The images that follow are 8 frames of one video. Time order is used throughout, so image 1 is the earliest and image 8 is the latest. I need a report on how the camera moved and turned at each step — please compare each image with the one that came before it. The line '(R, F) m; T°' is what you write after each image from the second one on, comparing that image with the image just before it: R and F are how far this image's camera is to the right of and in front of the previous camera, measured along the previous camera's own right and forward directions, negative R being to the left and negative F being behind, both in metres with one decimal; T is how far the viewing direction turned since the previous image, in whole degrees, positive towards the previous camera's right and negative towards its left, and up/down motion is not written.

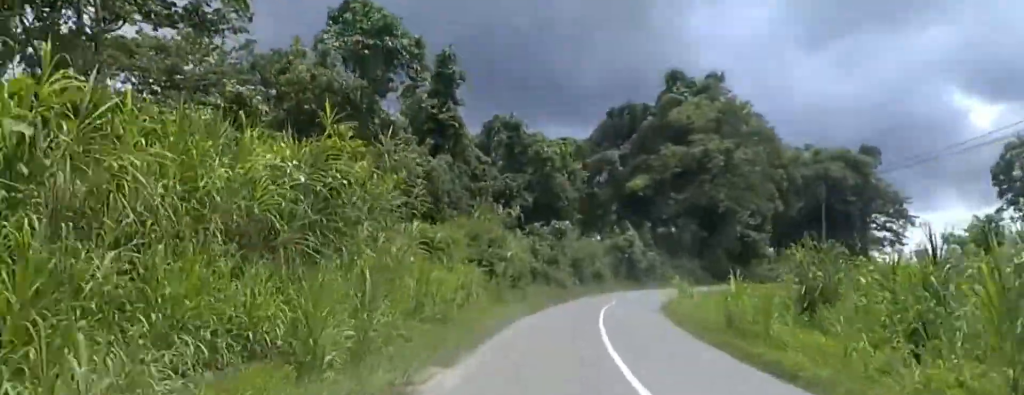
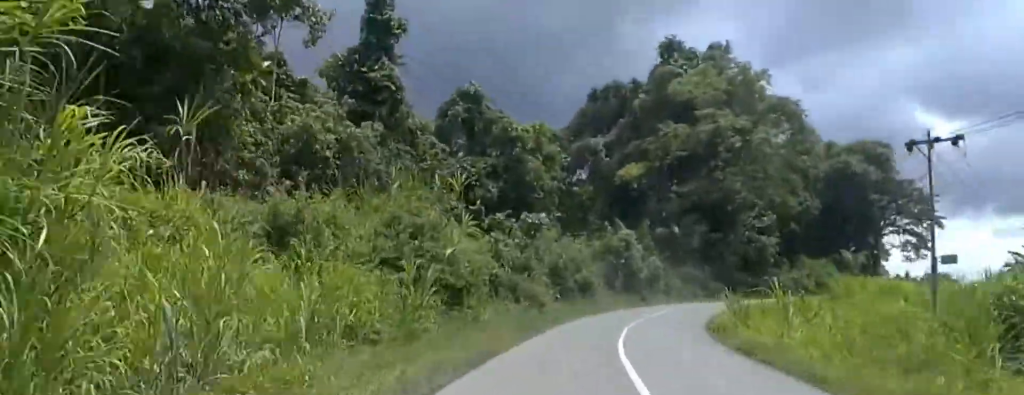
(+1.6, +13.0) m; +7°
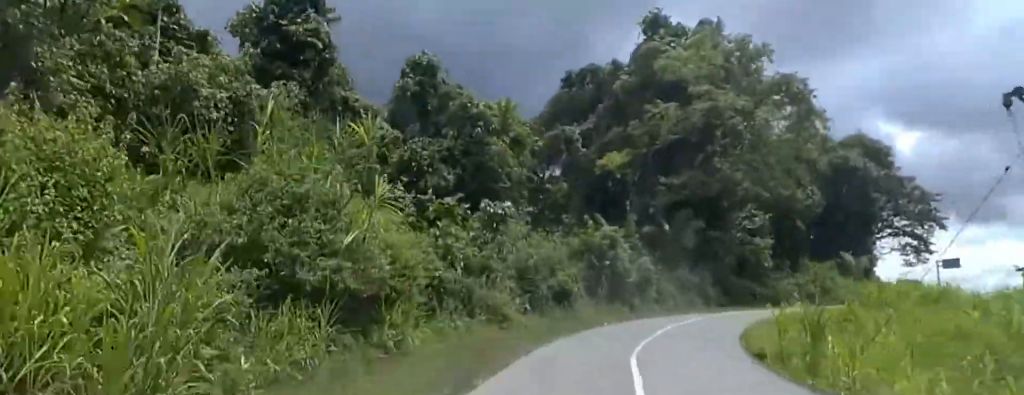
(-0.1, +7.6) m; +3°
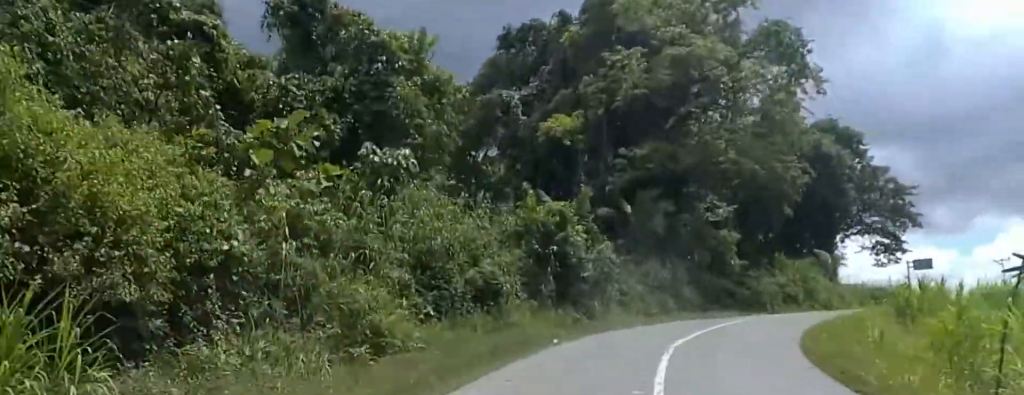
(+0.5, +9.8) m; +8°
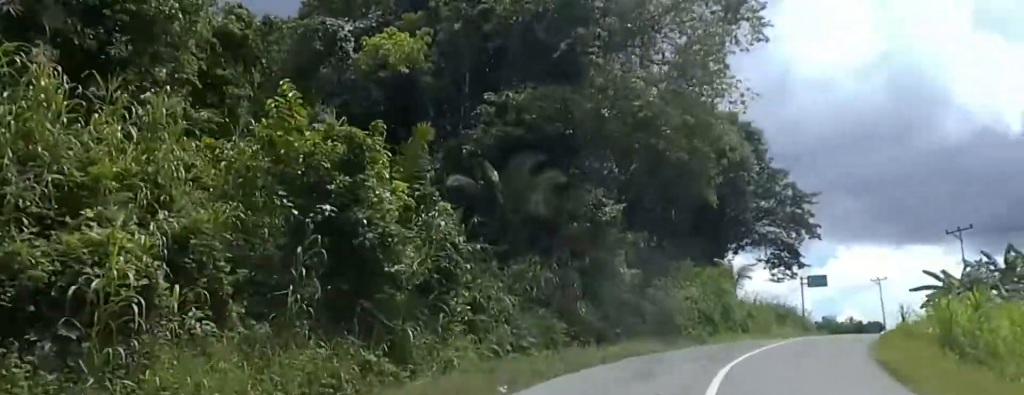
(+1.5, +11.8) m; +13°
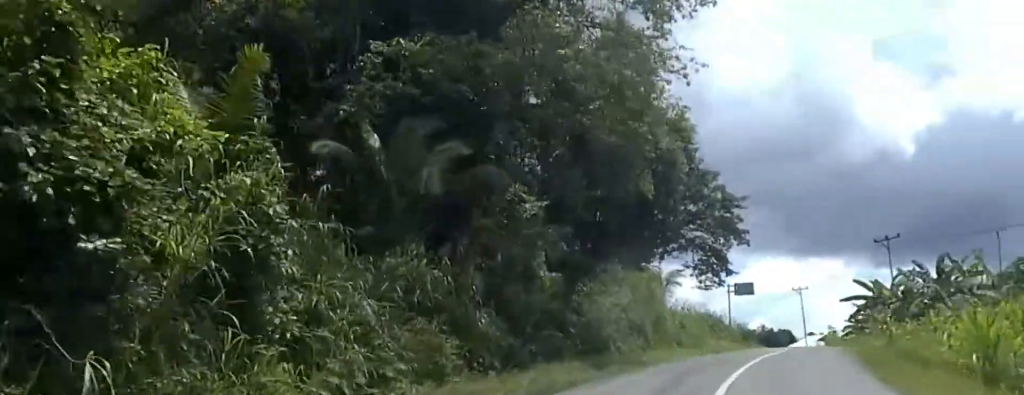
(+0.2, +5.0) m; +5°
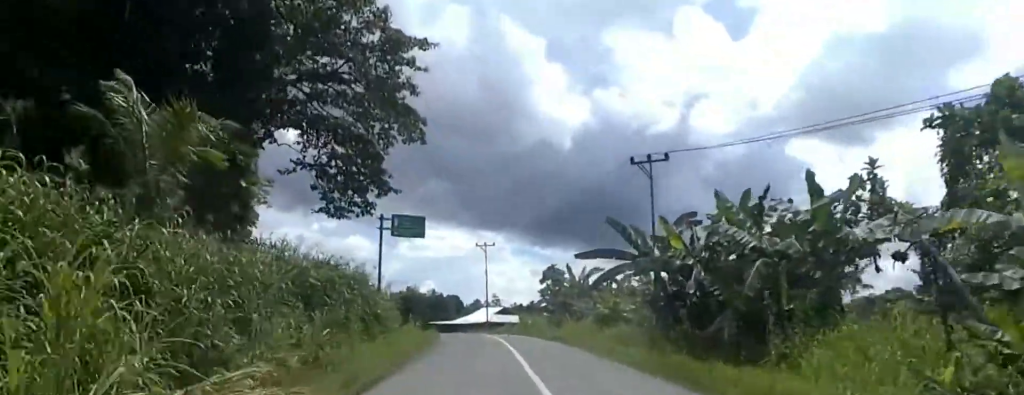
(+7.0, +26.2) m; +23°
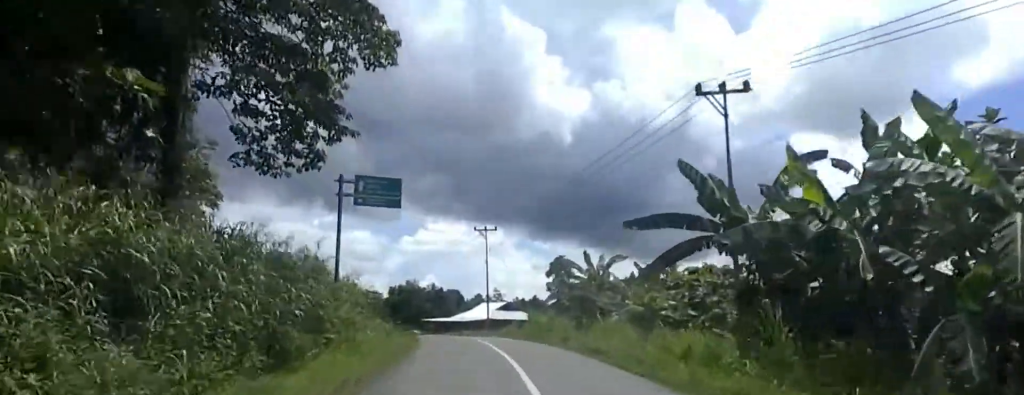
(+0.2, +8.8) m; -2°
